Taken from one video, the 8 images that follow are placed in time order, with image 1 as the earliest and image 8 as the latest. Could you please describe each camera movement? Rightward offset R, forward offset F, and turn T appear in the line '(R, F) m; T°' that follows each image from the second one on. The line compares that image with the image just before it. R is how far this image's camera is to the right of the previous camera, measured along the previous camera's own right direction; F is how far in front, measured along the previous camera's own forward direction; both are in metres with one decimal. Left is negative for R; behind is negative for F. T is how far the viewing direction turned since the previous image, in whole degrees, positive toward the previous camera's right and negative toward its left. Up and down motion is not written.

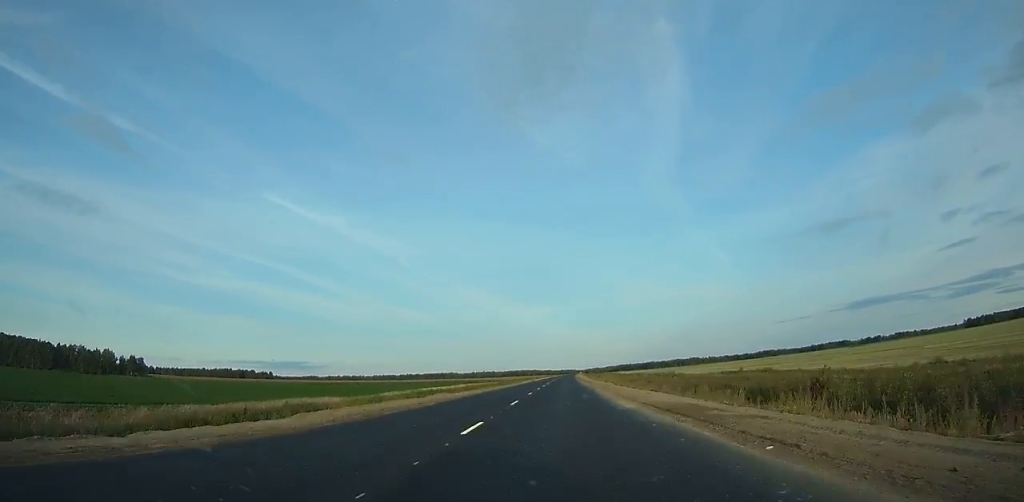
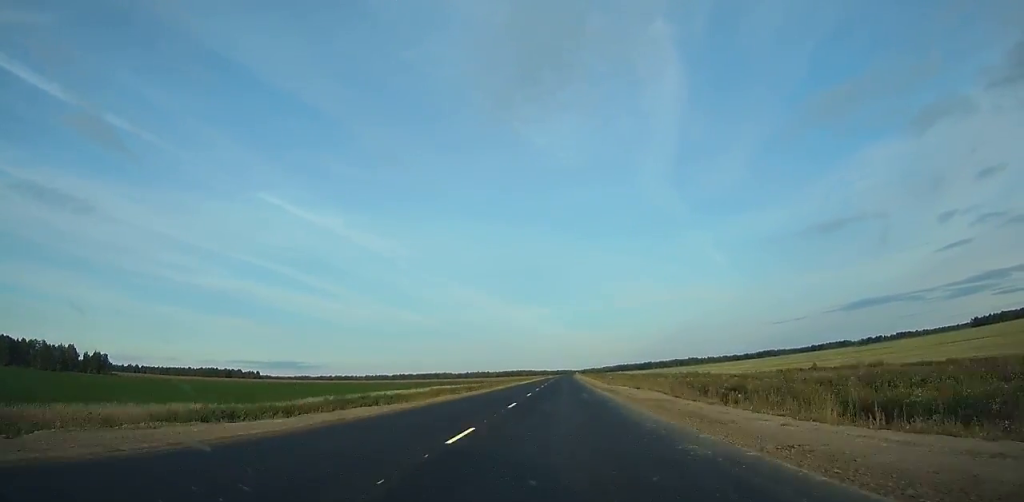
(+0.1, +36.9) m; 0°
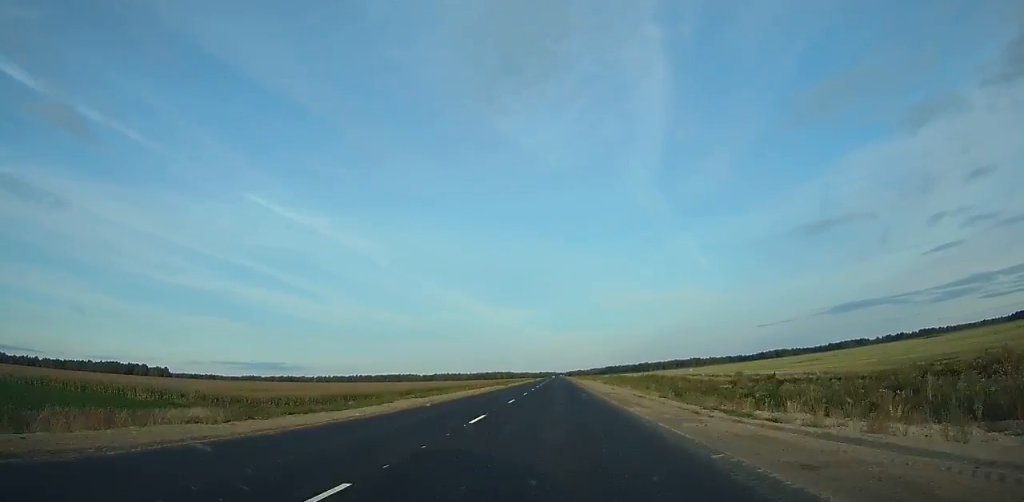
(+4.9, +247.4) m; +2°
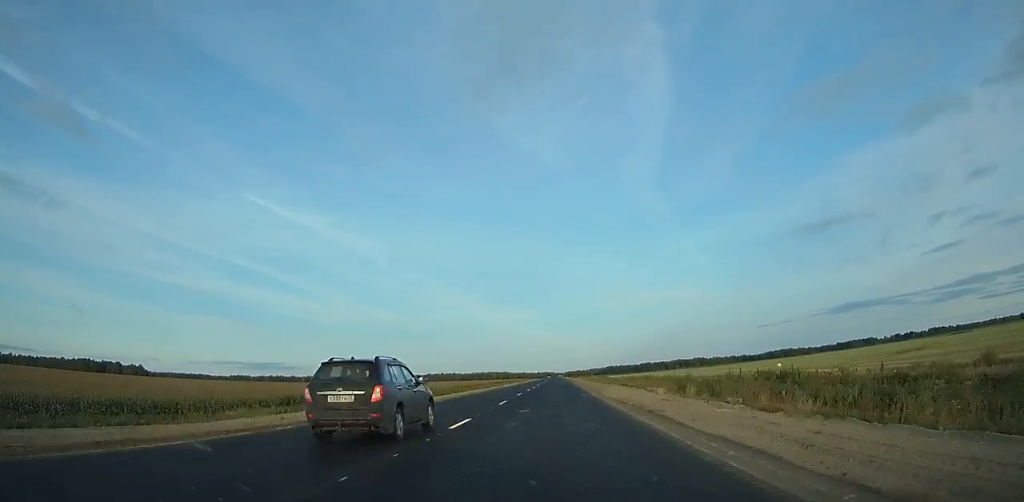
(+0.1, +67.5) m; 0°
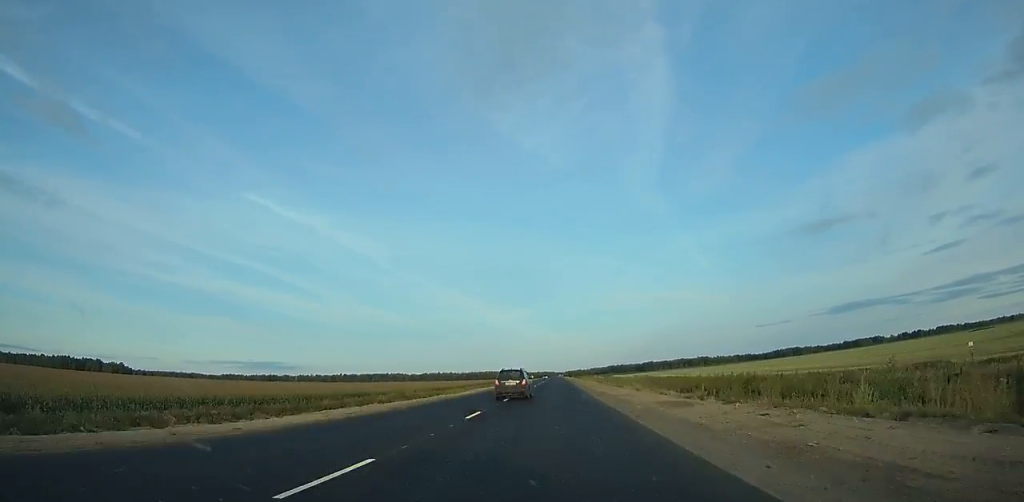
(+0.3, +48.8) m; 0°
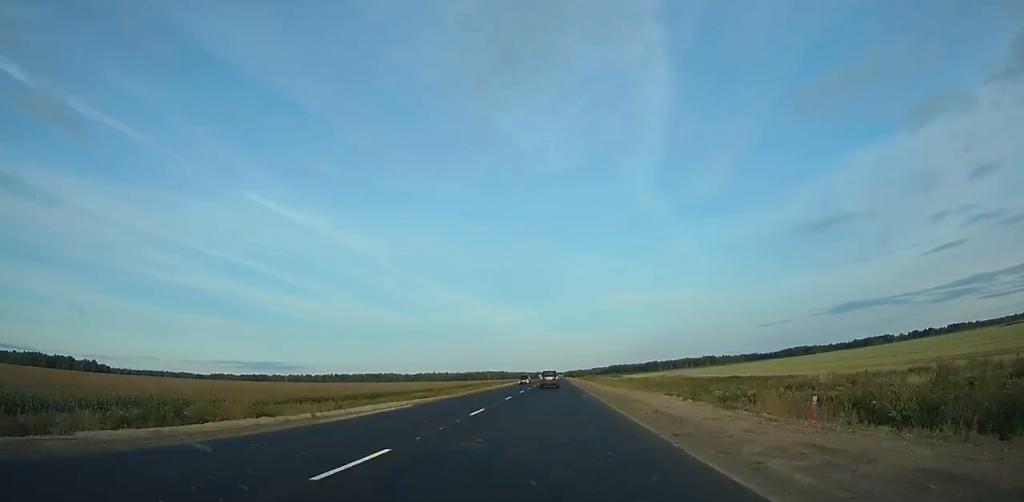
(0.0, +61.7) m; 0°
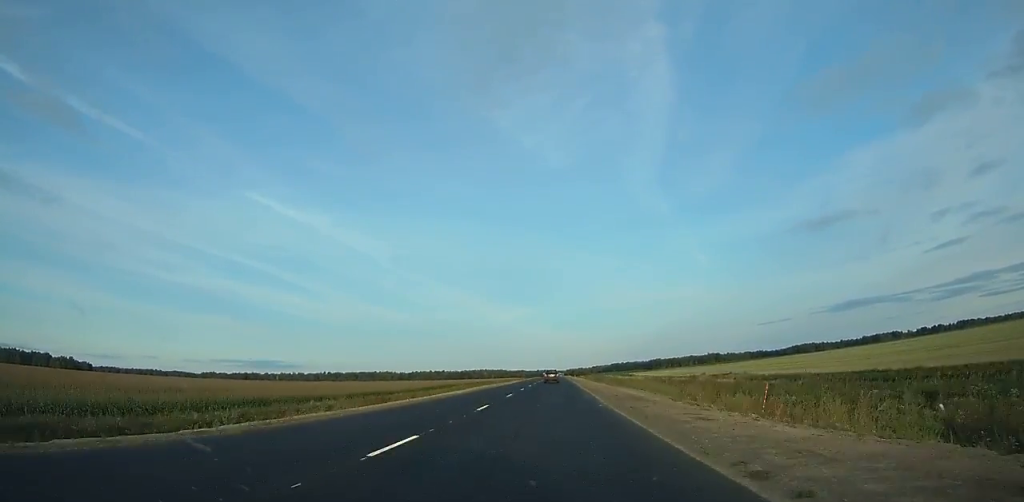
(0.0, +47.0) m; 0°
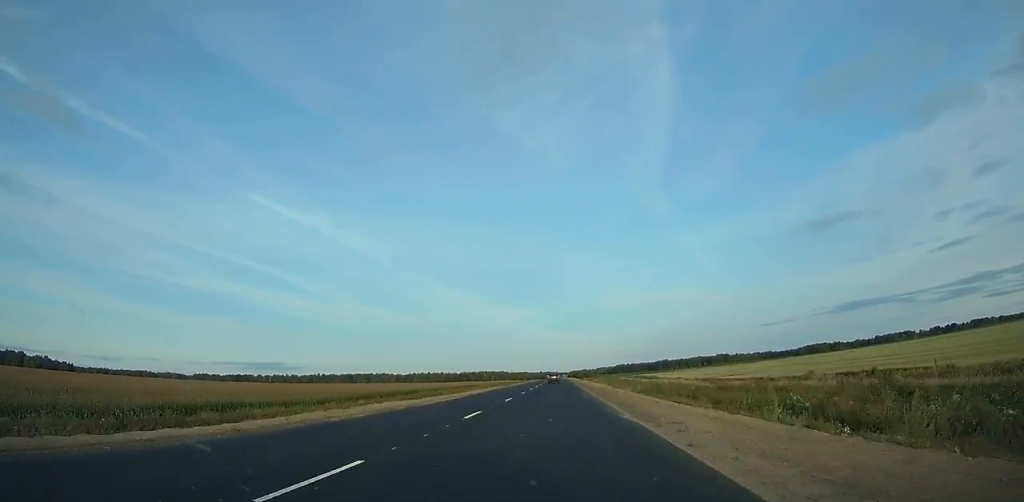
(-0.1, +51.7) m; 0°
